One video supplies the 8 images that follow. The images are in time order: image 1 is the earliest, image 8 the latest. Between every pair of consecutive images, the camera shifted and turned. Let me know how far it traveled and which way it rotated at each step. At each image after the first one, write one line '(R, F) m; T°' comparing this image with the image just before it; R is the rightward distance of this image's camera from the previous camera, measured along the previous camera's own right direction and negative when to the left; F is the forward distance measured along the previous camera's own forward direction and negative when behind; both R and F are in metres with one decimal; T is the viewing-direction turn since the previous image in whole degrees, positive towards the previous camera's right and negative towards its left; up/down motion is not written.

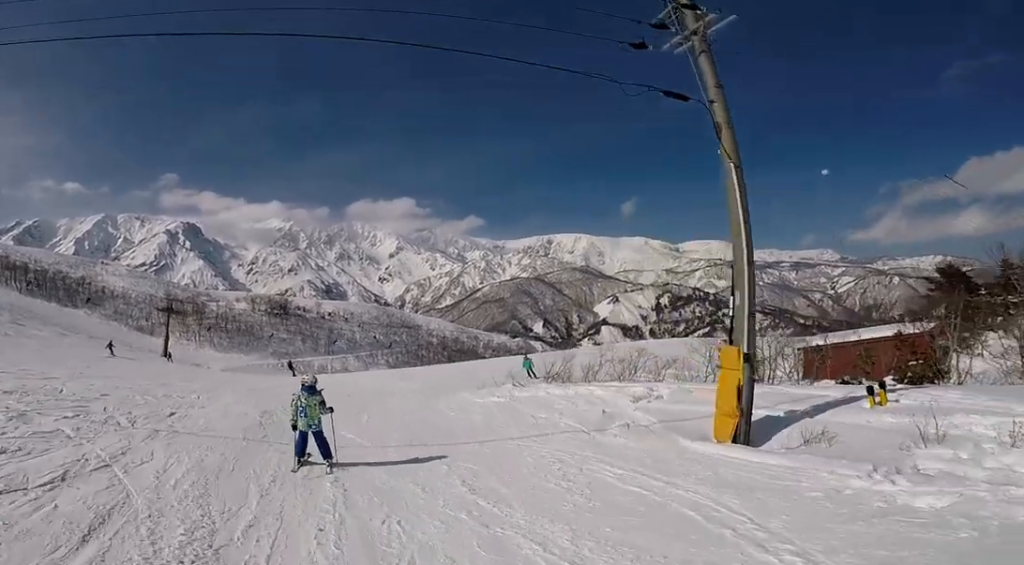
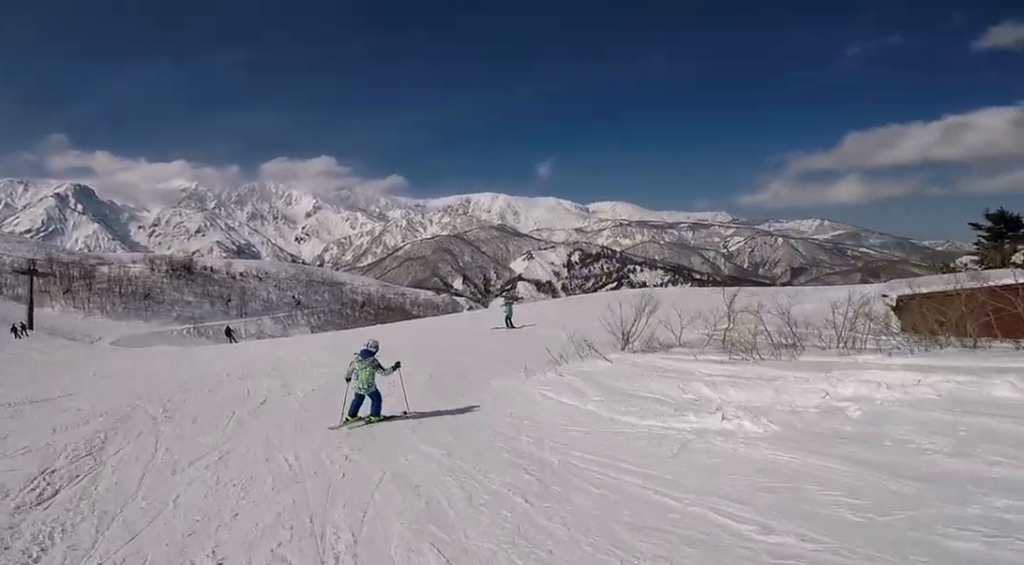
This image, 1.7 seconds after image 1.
(-0.5, +10.4) m; +10°
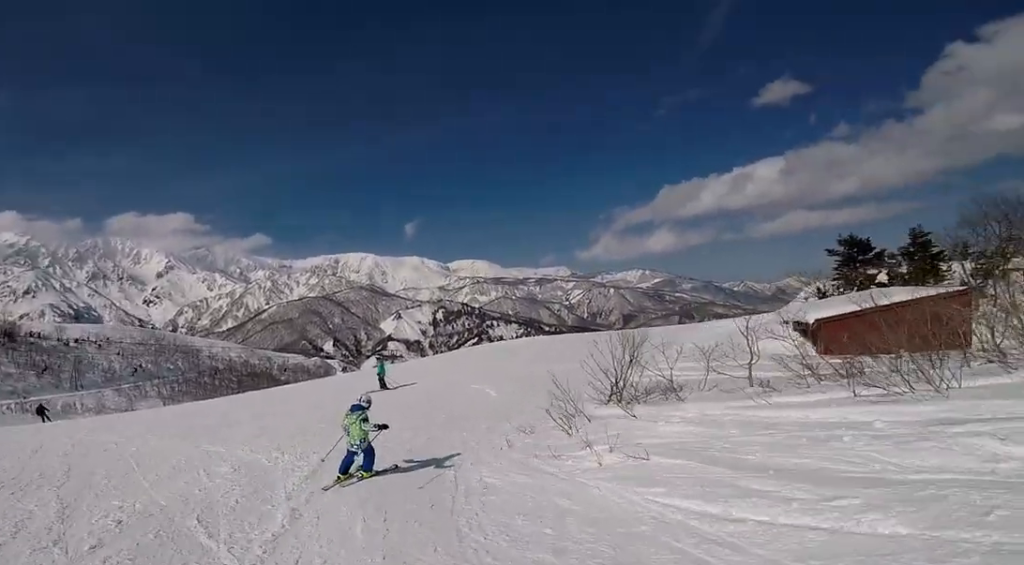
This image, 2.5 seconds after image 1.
(+0.5, +4.4) m; +17°
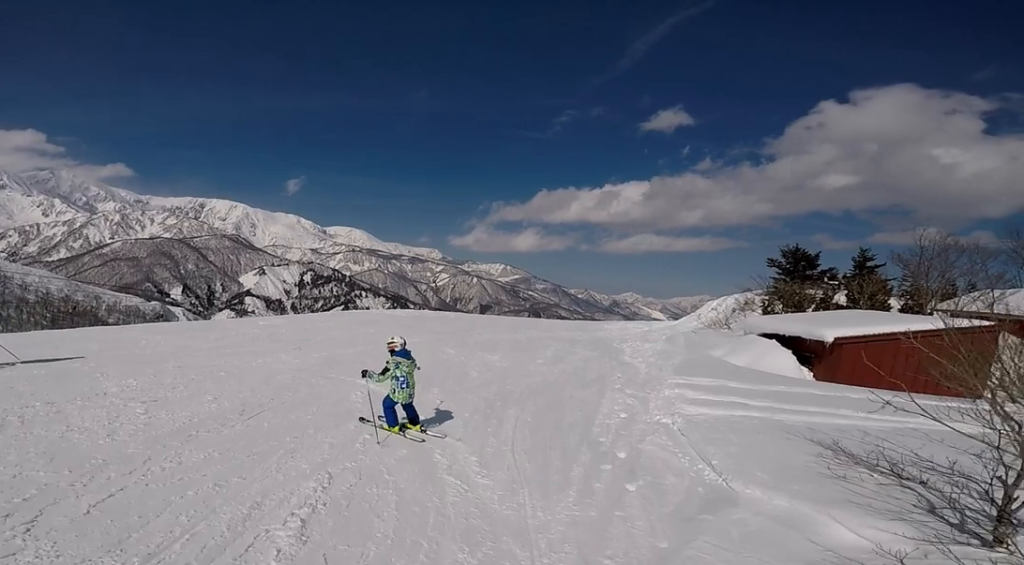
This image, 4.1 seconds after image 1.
(+2.3, +8.2) m; +18°
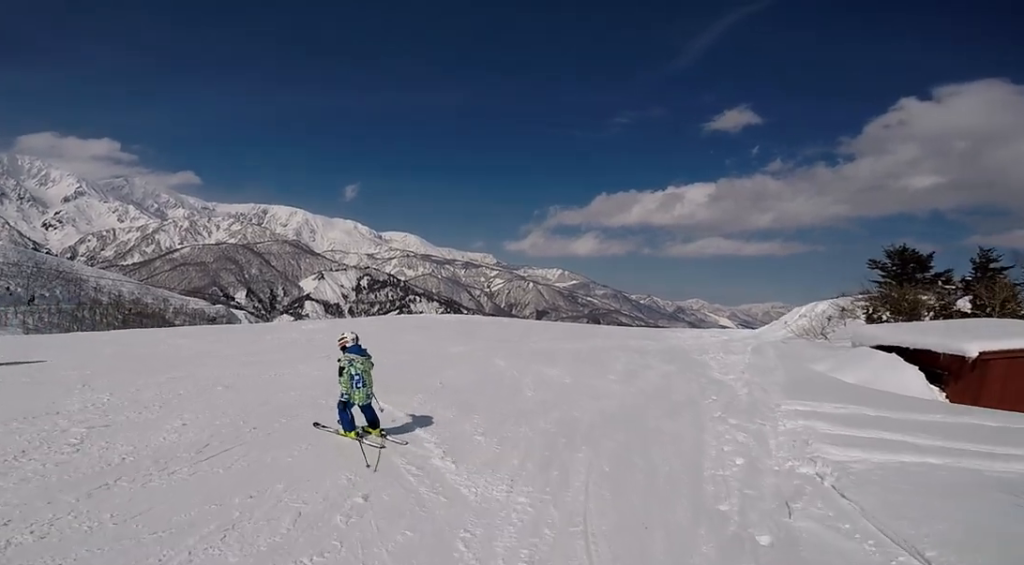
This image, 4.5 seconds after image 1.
(0.0, +1.8) m; -7°
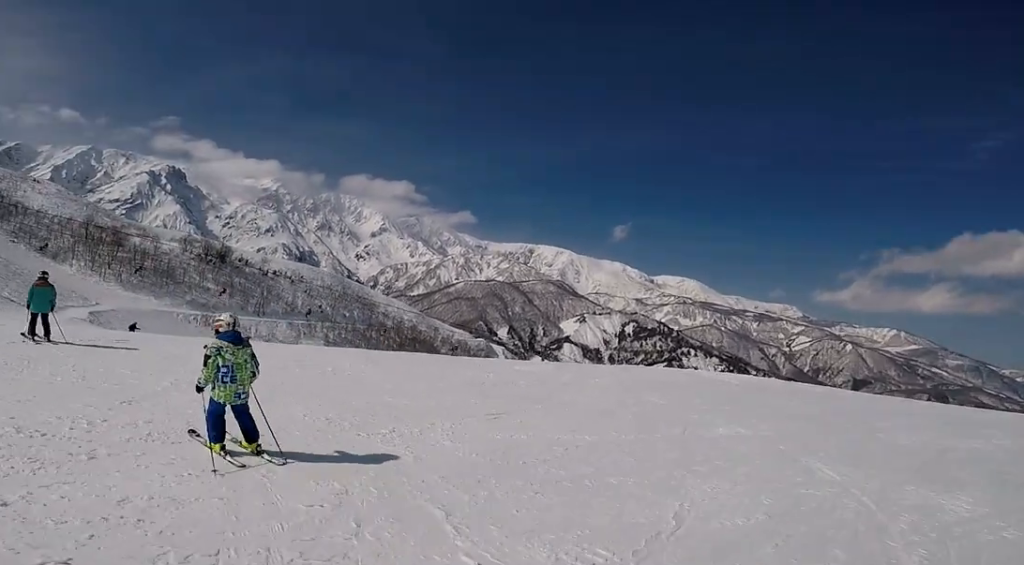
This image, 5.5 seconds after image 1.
(-0.2, +3.5) m; -22°
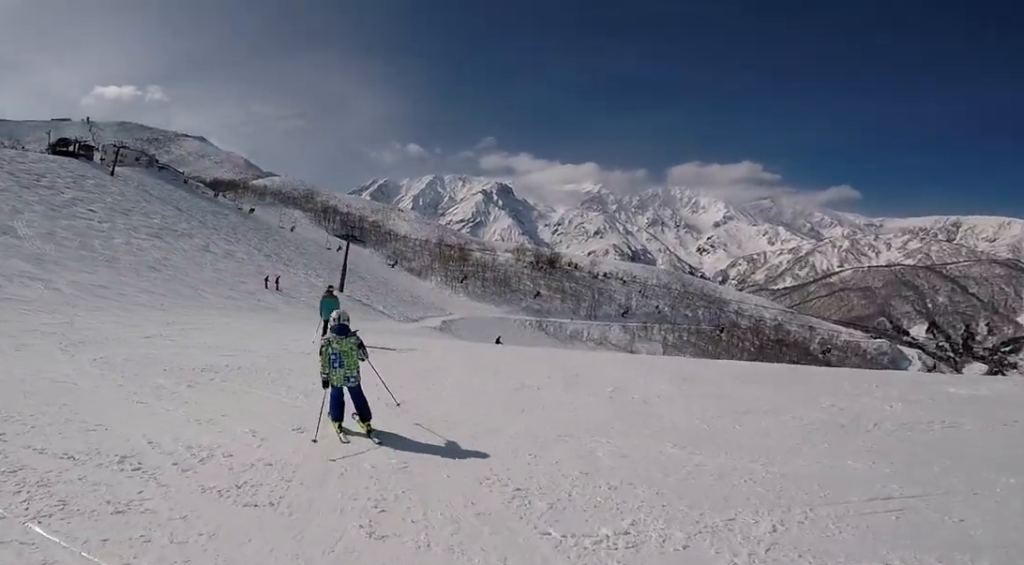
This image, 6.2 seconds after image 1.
(-1.1, +1.8) m; -20°
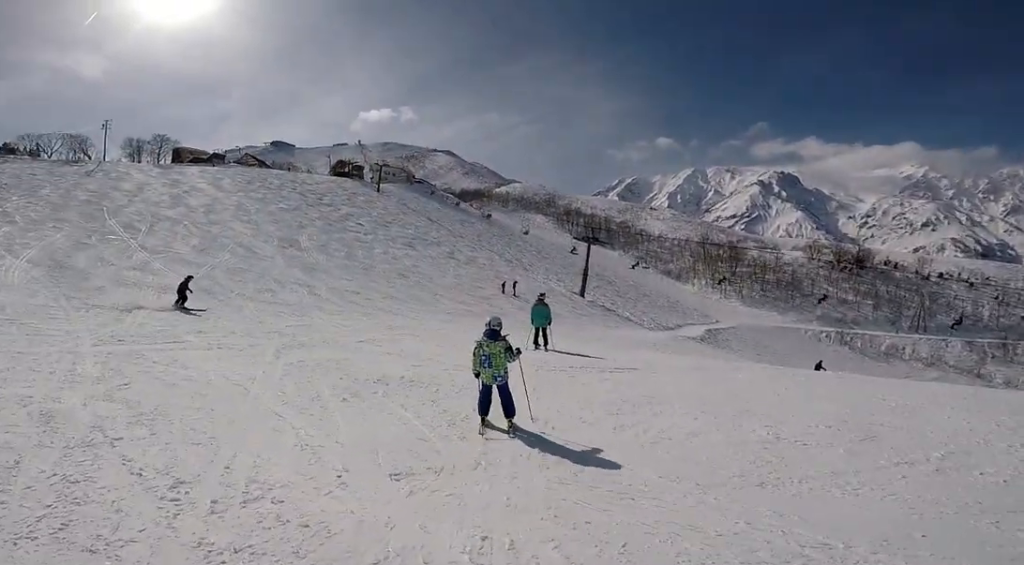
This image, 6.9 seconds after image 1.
(+0.3, +2.2) m; -6°
